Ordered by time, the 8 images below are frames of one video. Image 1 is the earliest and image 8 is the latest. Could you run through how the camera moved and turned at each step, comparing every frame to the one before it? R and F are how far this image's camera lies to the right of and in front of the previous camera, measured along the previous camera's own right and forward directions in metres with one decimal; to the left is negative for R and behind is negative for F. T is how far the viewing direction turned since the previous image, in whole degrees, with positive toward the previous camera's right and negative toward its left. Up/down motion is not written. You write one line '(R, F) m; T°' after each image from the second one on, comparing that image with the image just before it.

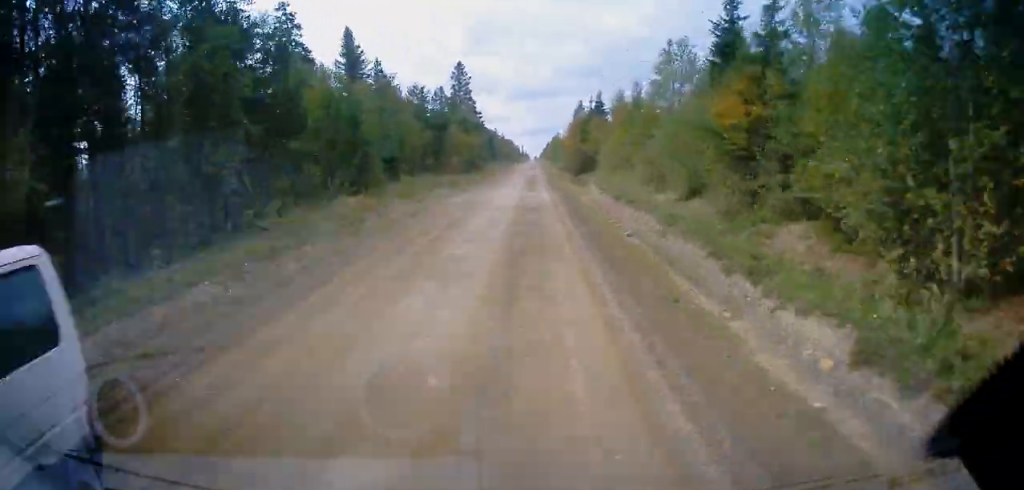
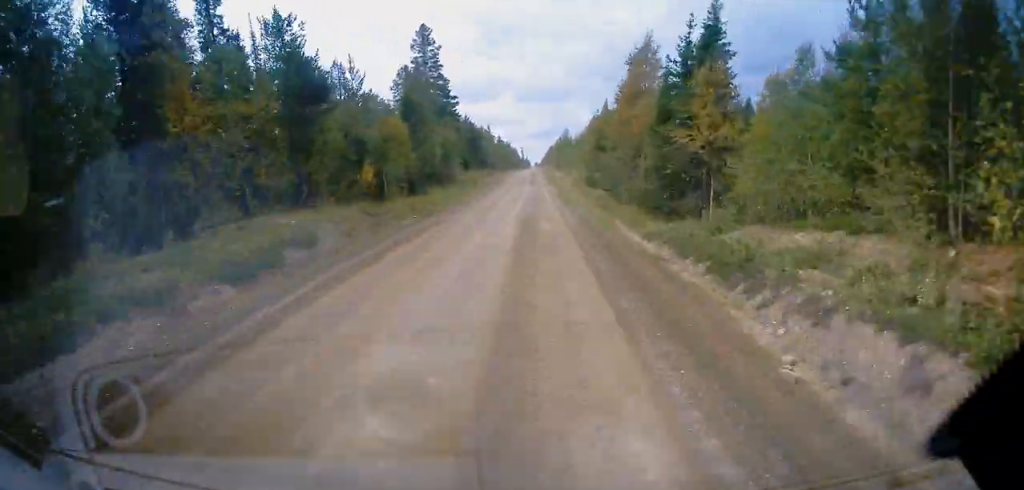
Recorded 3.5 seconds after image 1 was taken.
(-0.3, +37.7) m; 0°
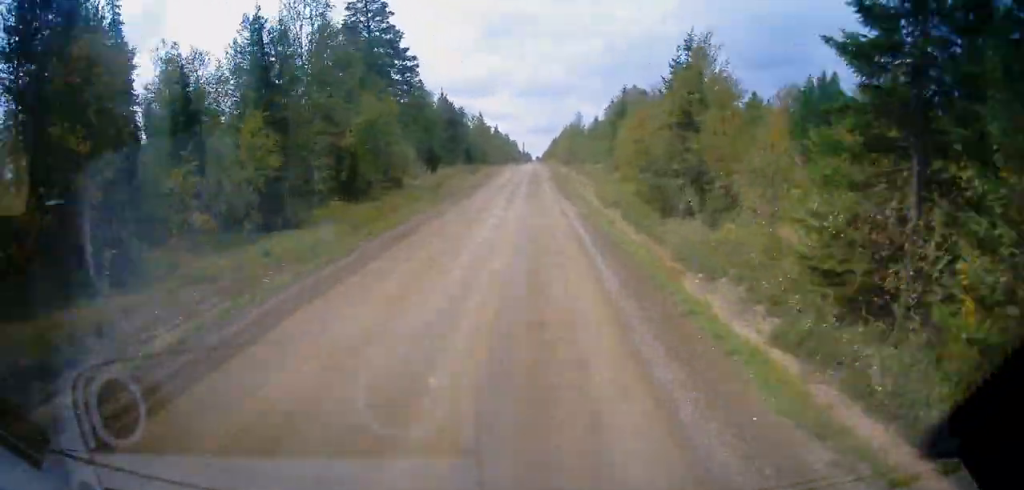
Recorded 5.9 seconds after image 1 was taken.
(0.0, +26.9) m; 0°
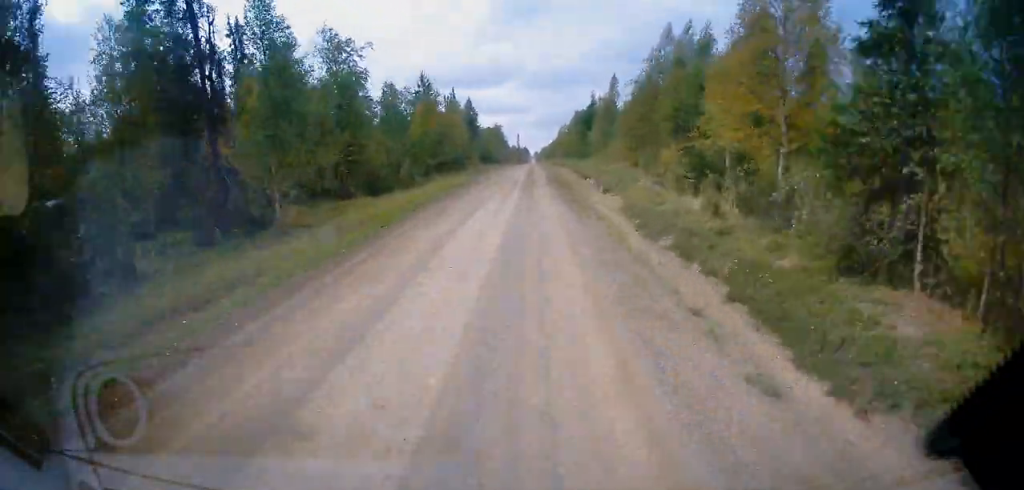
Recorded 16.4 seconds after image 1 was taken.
(+1.2, +119.8) m; +1°
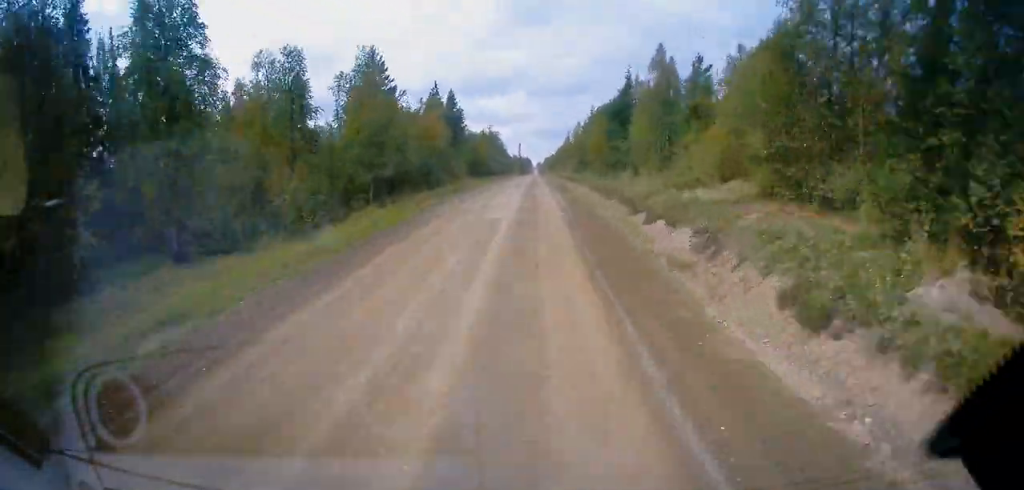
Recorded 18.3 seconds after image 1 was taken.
(-0.1, +22.7) m; 0°
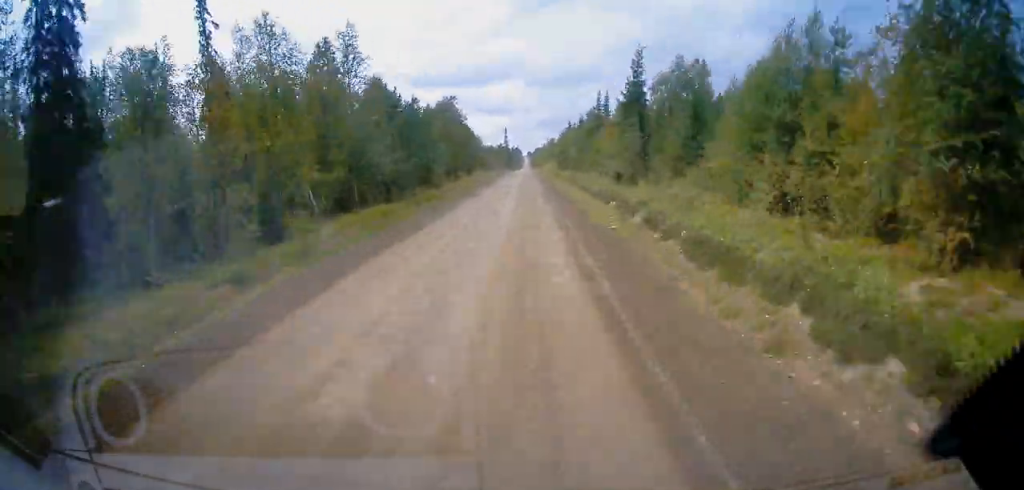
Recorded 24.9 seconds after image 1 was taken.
(-0.2, +77.3) m; -1°
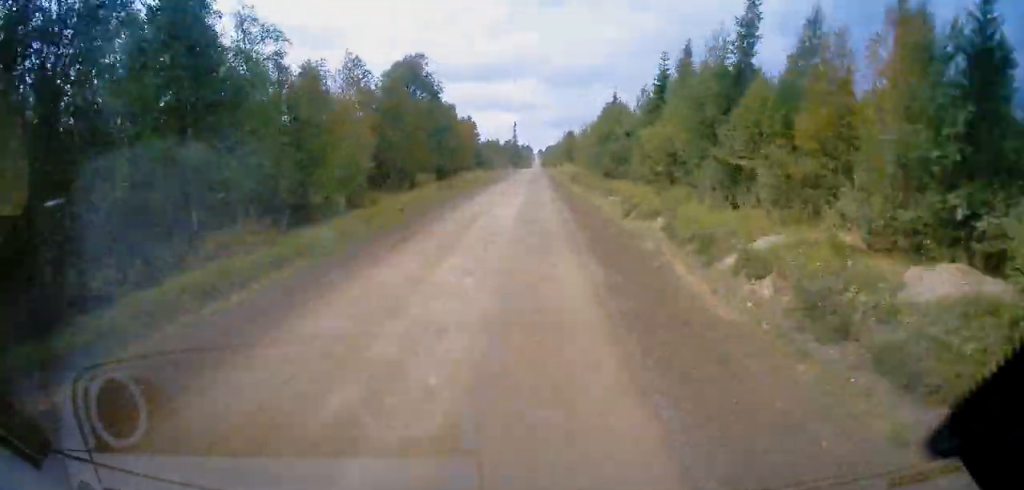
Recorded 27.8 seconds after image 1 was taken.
(-0.3, +33.4) m; 0°
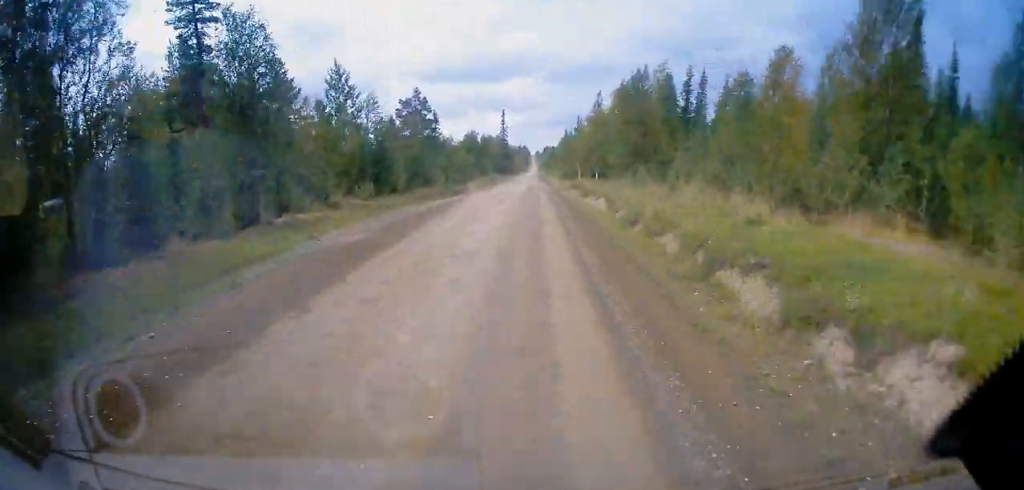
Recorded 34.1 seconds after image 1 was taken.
(+0.3, +74.3) m; 0°
